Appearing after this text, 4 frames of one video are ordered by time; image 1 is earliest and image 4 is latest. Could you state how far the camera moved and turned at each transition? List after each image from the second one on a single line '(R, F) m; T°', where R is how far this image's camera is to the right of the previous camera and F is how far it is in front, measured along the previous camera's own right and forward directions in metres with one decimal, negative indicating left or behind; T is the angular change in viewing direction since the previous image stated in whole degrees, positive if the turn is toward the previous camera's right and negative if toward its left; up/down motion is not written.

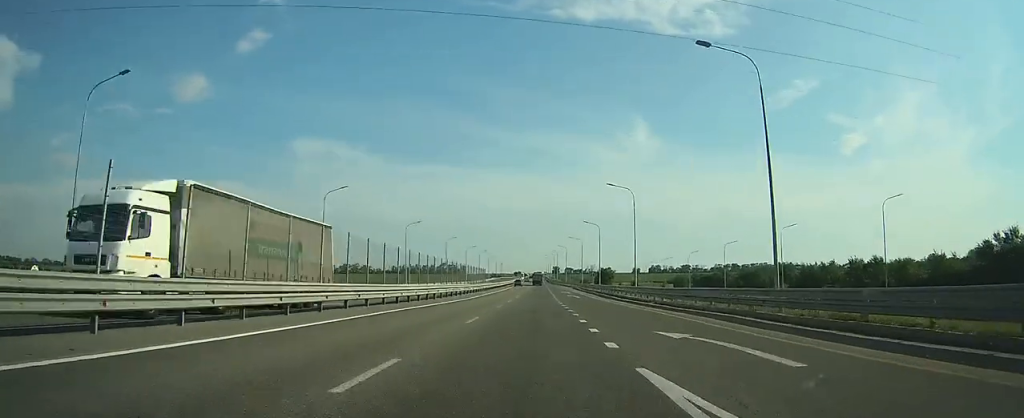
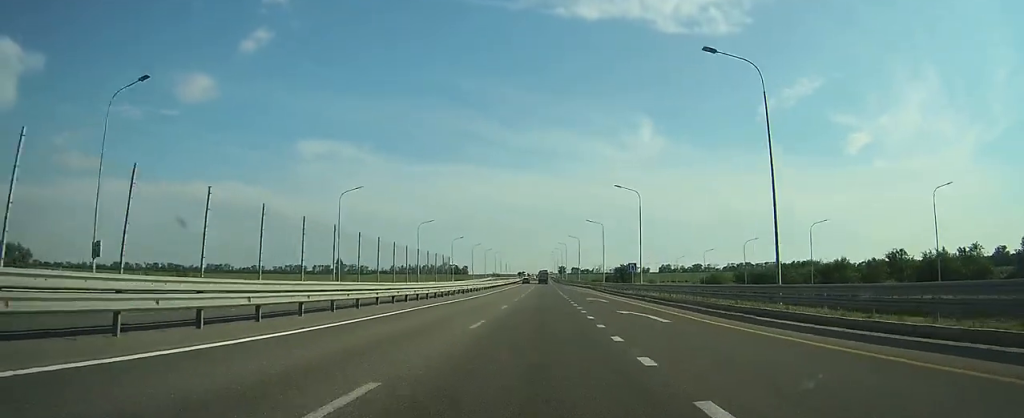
(+0.2, +38.7) m; +1°
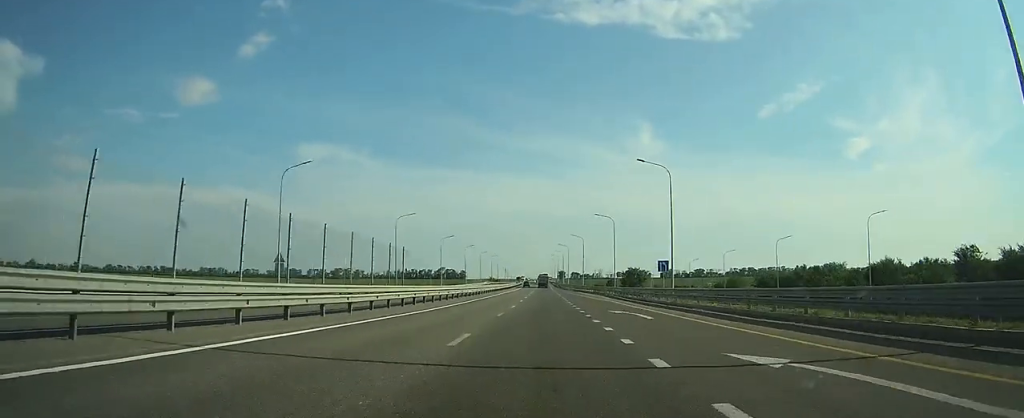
(+0.1, +16.3) m; +1°
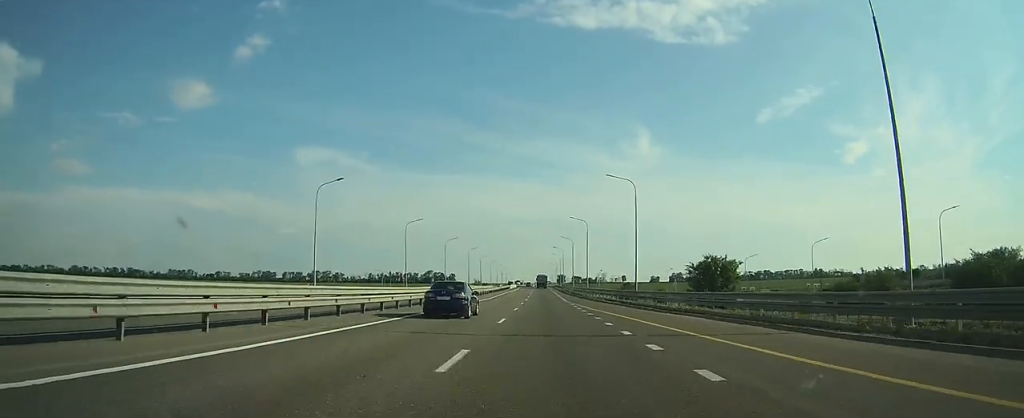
(-0.3, +74.3) m; -1°
